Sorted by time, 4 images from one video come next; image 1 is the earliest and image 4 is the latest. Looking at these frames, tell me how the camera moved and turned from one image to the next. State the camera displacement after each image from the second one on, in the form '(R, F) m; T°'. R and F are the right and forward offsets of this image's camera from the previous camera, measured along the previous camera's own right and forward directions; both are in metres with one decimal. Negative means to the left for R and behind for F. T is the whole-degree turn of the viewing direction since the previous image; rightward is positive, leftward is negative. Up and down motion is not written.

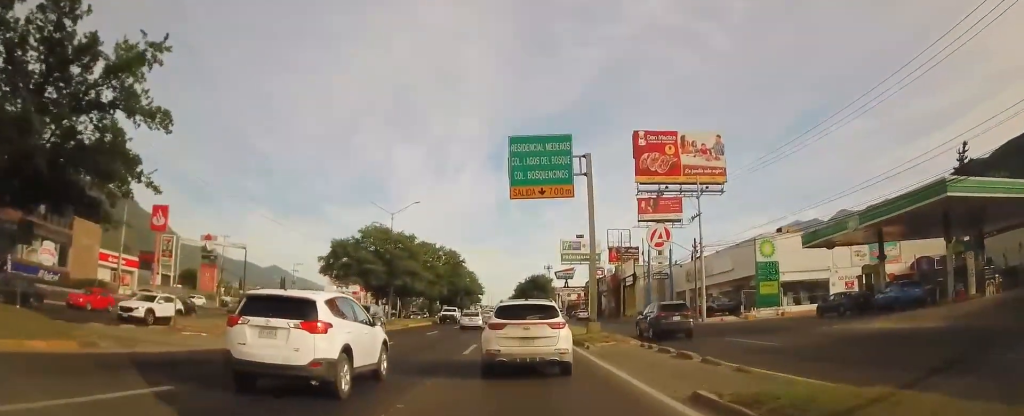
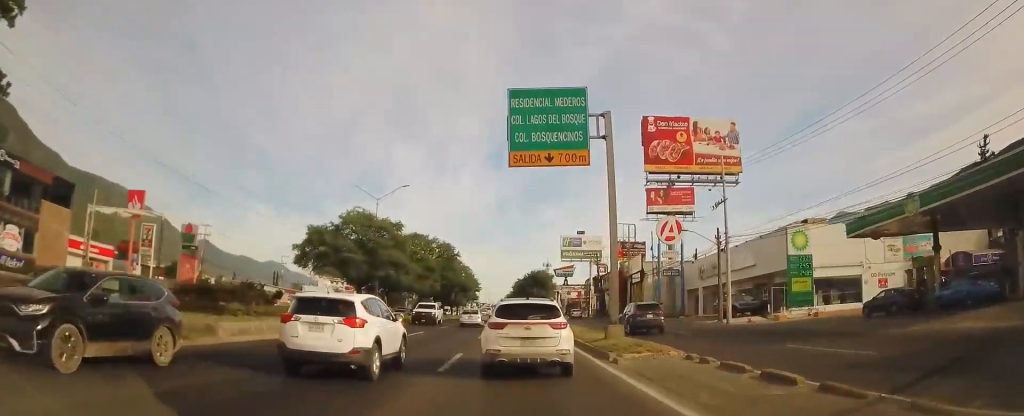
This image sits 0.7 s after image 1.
(-0.1, +5.9) m; 0°
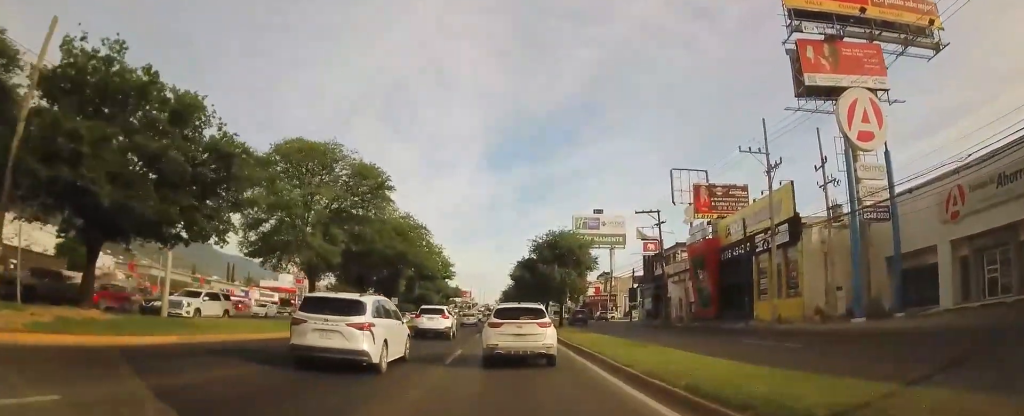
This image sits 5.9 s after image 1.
(-0.5, +42.6) m; 0°
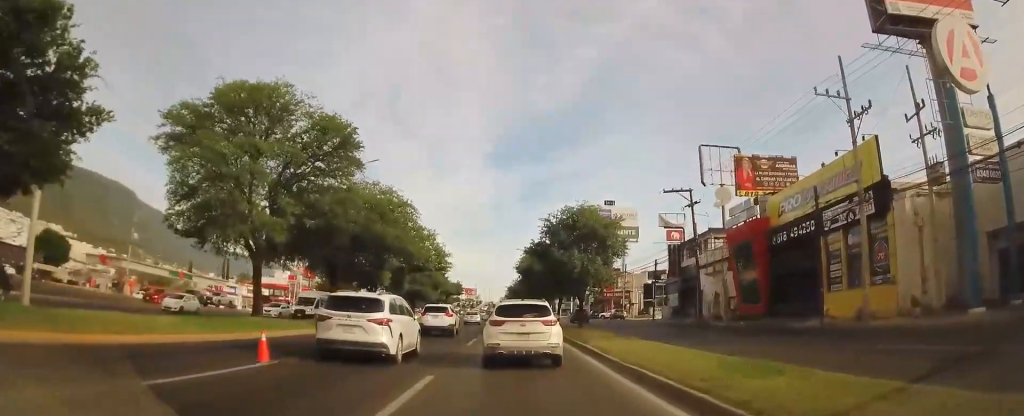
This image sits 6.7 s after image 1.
(-0.1, +8.4) m; -1°
